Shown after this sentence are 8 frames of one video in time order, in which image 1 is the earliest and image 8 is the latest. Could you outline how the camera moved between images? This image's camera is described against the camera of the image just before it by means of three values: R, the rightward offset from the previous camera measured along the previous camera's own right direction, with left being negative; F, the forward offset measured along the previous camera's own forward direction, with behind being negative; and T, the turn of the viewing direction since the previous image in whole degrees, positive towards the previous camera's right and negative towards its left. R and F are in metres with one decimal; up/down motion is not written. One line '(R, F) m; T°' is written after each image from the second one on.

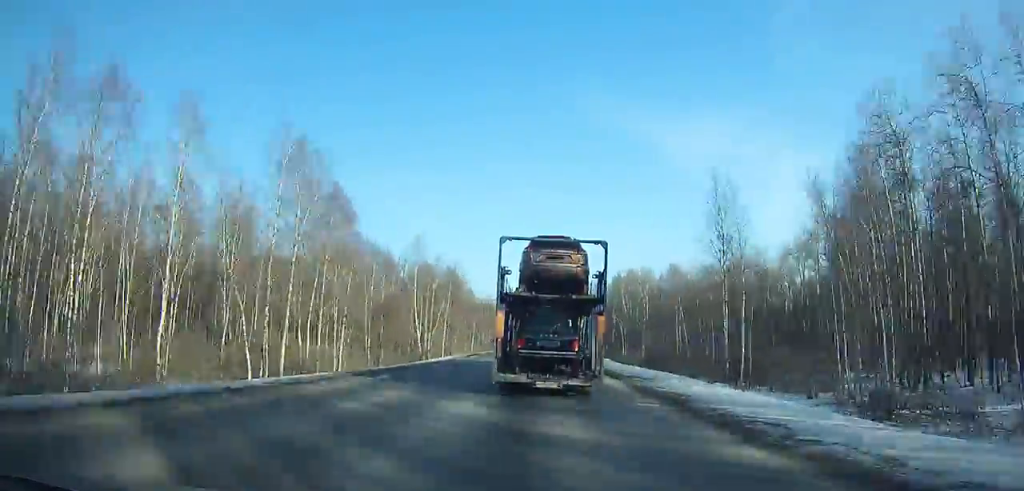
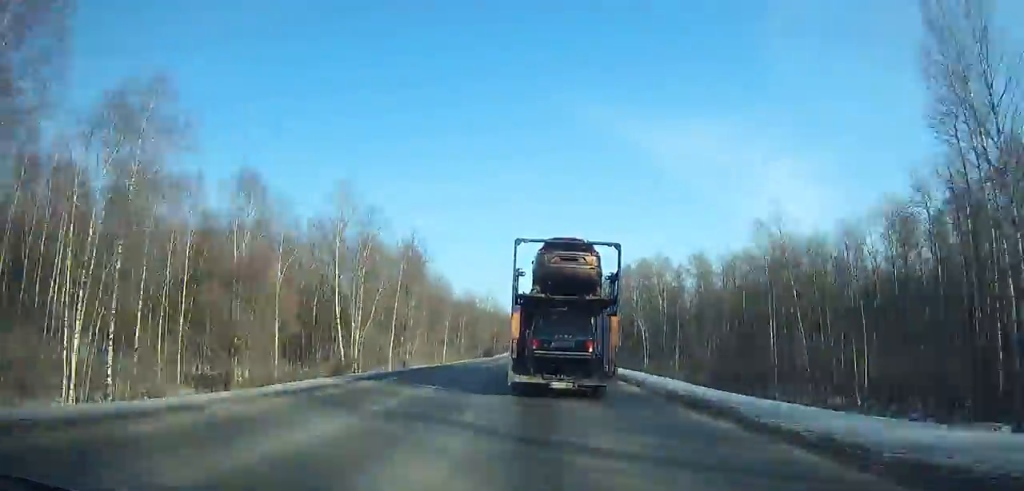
(-0.2, +28.7) m; 0°
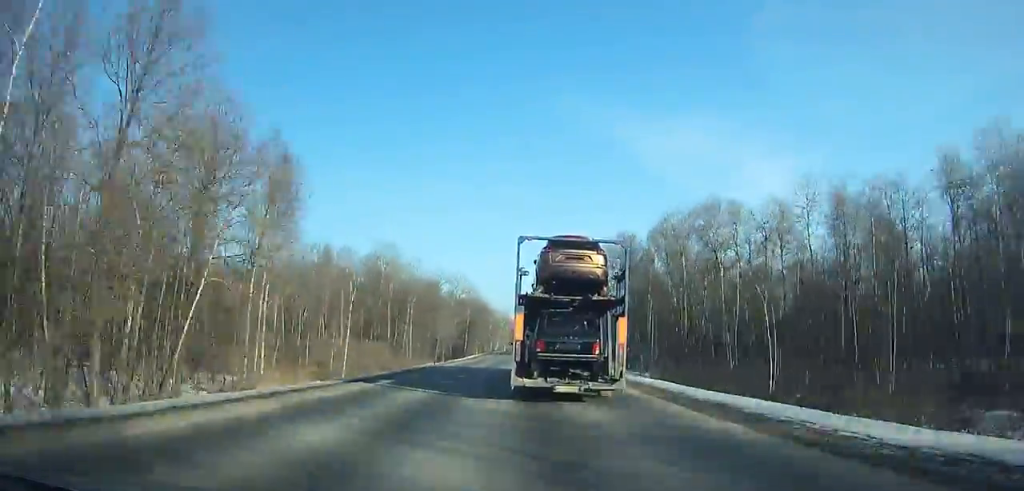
(+0.7, +46.3) m; +1°
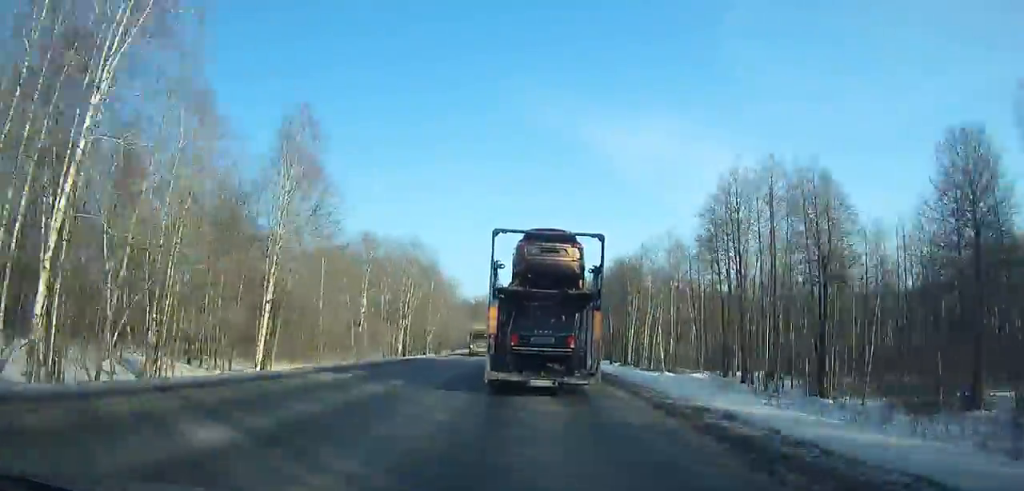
(+8.9, +228.8) m; +5°
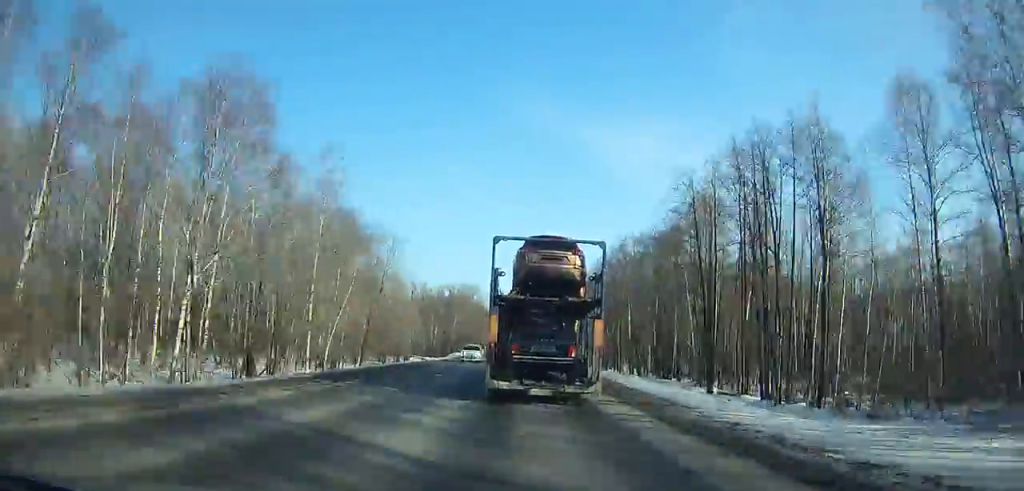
(+0.4, +47.2) m; 0°
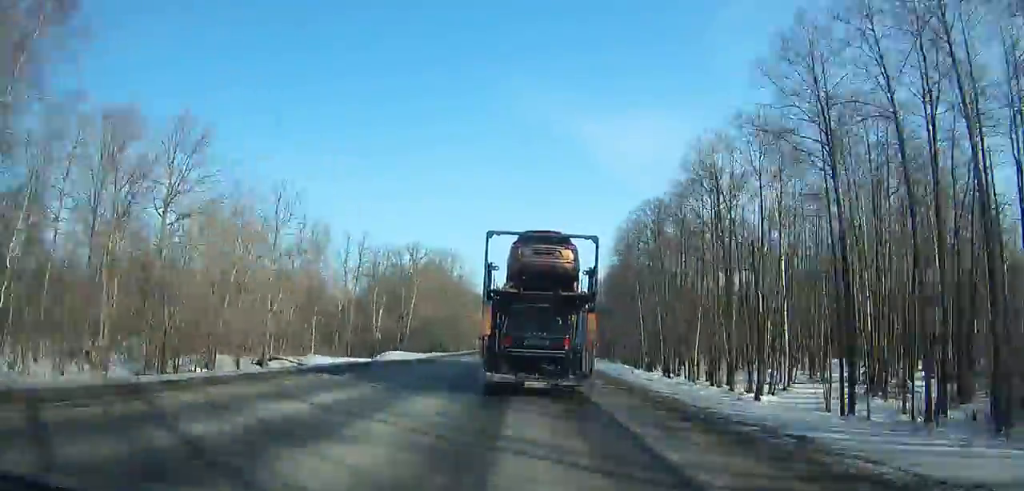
(+0.1, +53.9) m; -2°
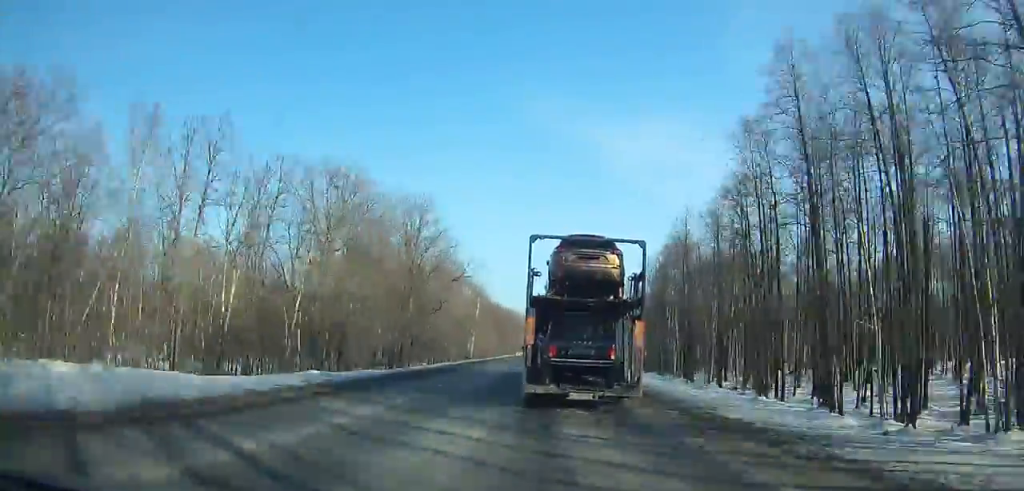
(-0.4, +42.5) m; 0°
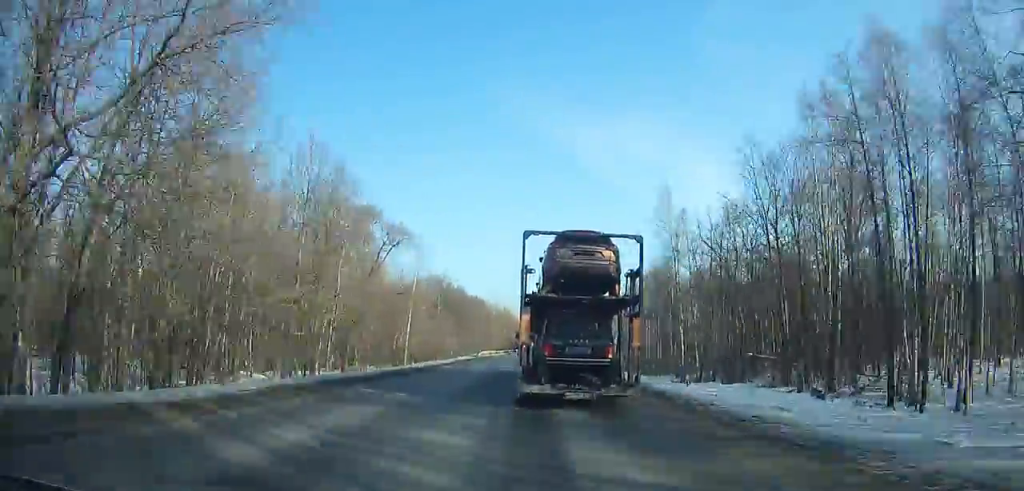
(-3.5, +51.4) m; +4°
